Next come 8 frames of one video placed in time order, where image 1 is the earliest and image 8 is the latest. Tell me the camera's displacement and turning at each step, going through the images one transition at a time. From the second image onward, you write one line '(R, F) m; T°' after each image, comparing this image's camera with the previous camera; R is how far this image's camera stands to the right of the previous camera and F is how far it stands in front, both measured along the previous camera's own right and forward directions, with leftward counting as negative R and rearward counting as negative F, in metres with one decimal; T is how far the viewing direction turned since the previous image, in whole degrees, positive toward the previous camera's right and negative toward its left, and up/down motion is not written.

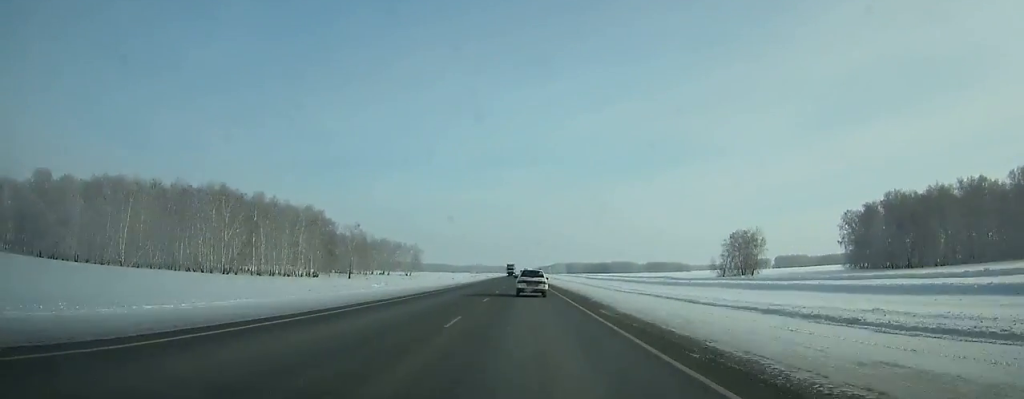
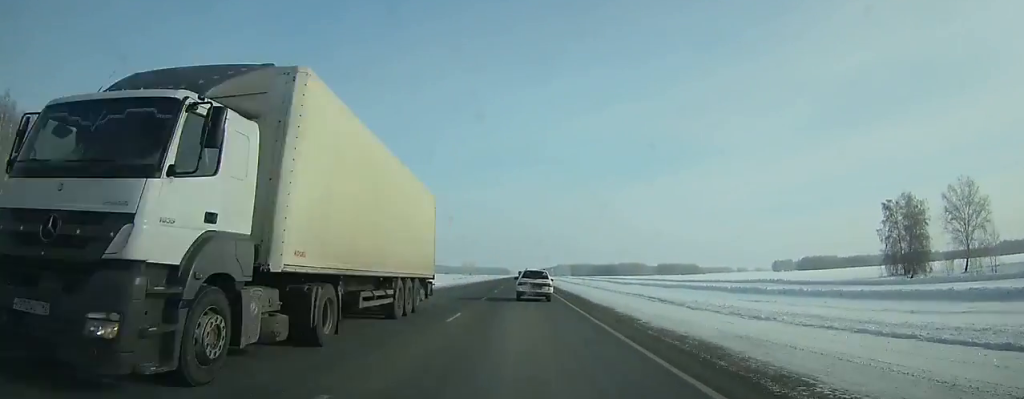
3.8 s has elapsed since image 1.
(+0.1, +96.4) m; 0°
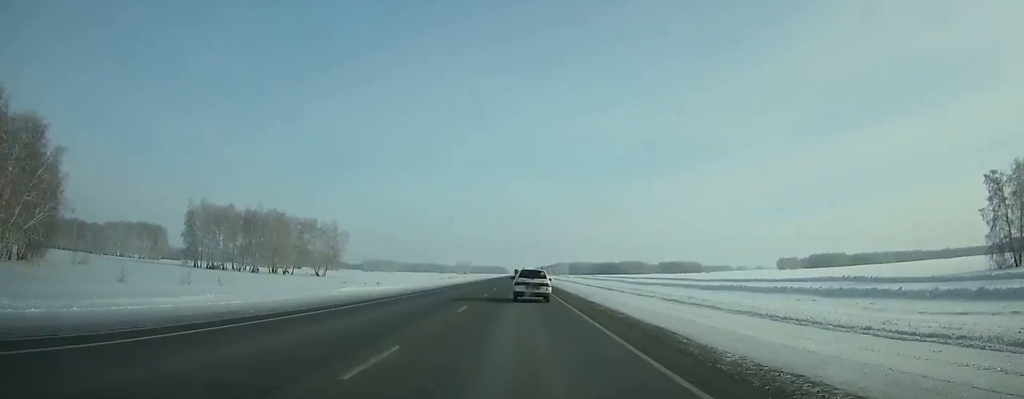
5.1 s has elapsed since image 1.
(+0.1, +32.5) m; 0°
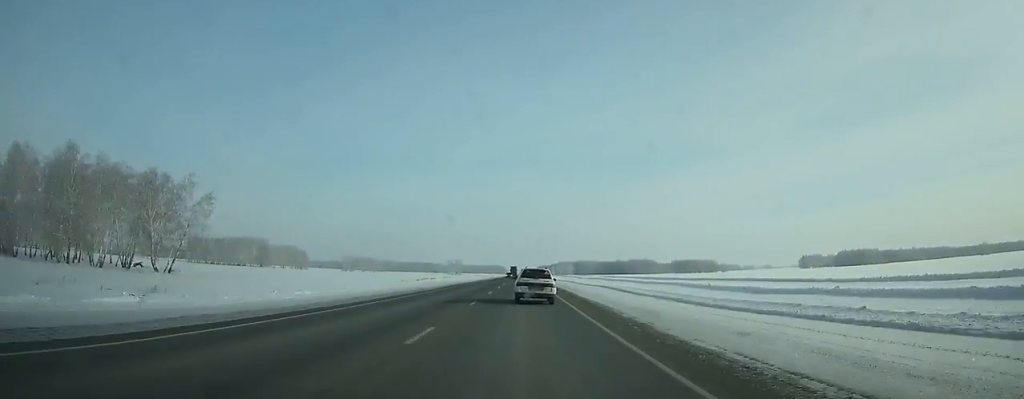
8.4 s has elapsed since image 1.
(0.0, +82.9) m; 0°
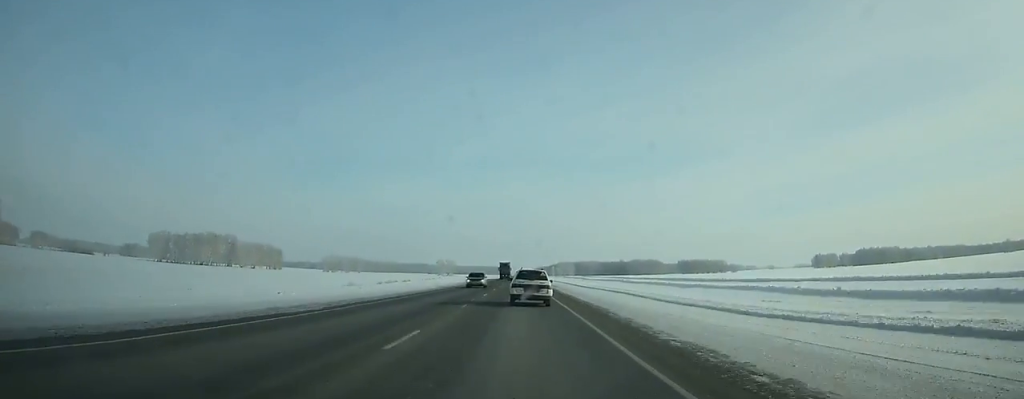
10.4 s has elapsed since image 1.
(-0.1, +51.2) m; 0°
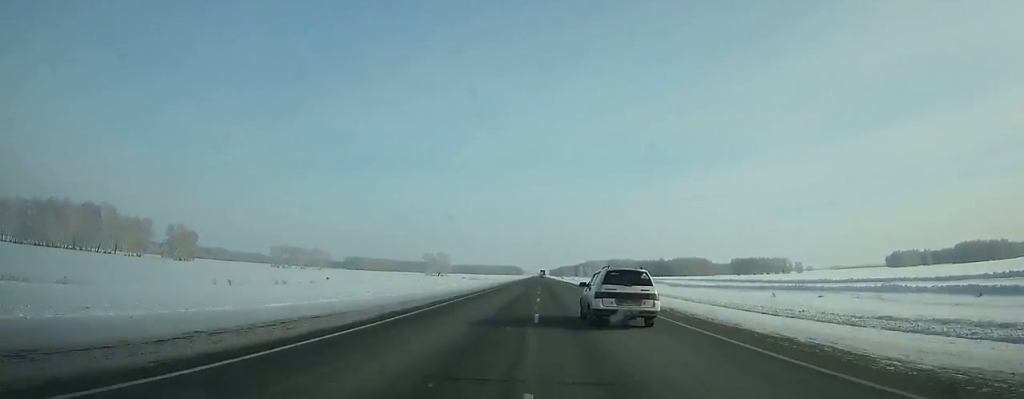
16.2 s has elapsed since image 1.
(-2.1, +157.4) m; -1°
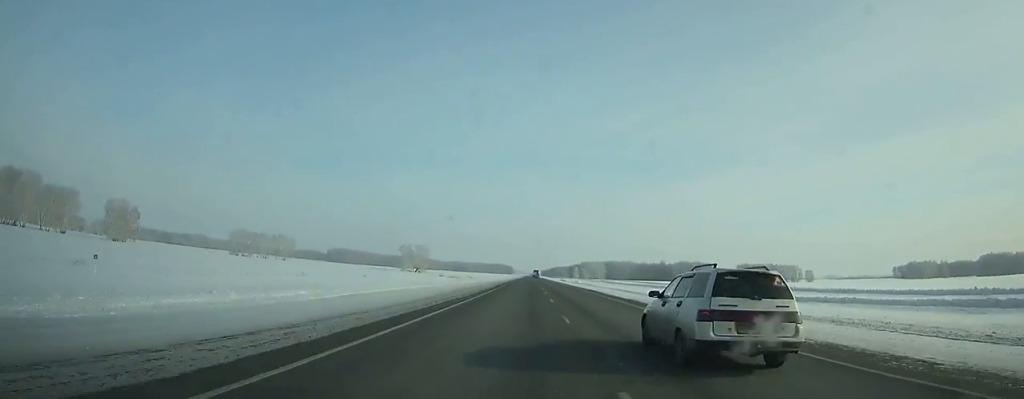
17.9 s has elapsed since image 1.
(+0.2, +49.1) m; +1°
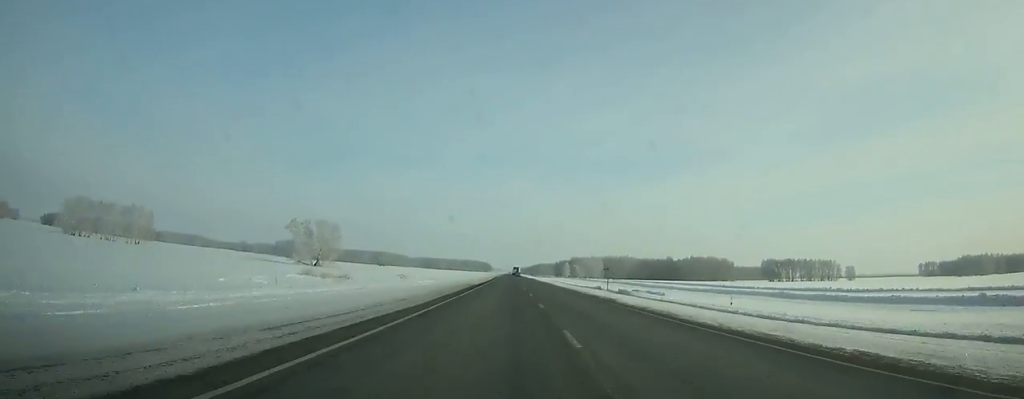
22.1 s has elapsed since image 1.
(+1.6, +125.3) m; +1°
